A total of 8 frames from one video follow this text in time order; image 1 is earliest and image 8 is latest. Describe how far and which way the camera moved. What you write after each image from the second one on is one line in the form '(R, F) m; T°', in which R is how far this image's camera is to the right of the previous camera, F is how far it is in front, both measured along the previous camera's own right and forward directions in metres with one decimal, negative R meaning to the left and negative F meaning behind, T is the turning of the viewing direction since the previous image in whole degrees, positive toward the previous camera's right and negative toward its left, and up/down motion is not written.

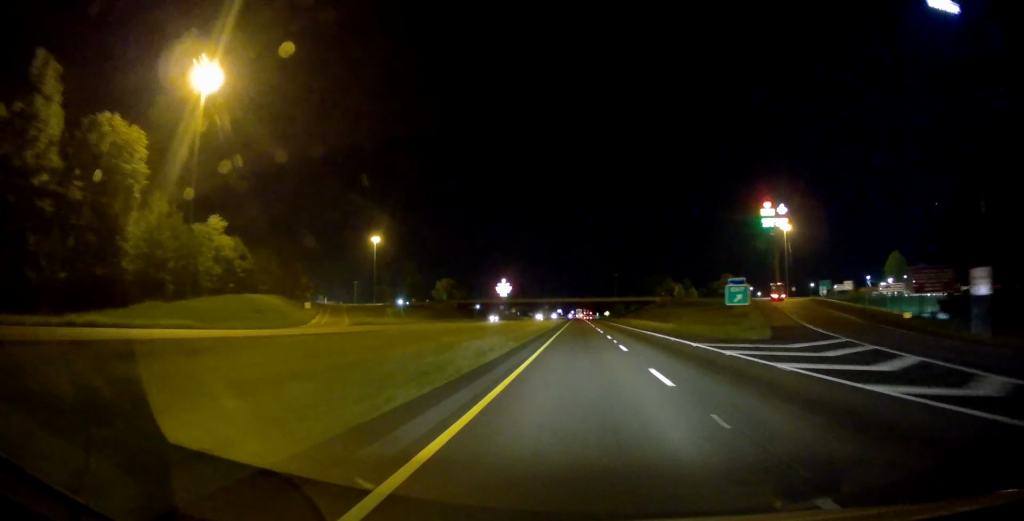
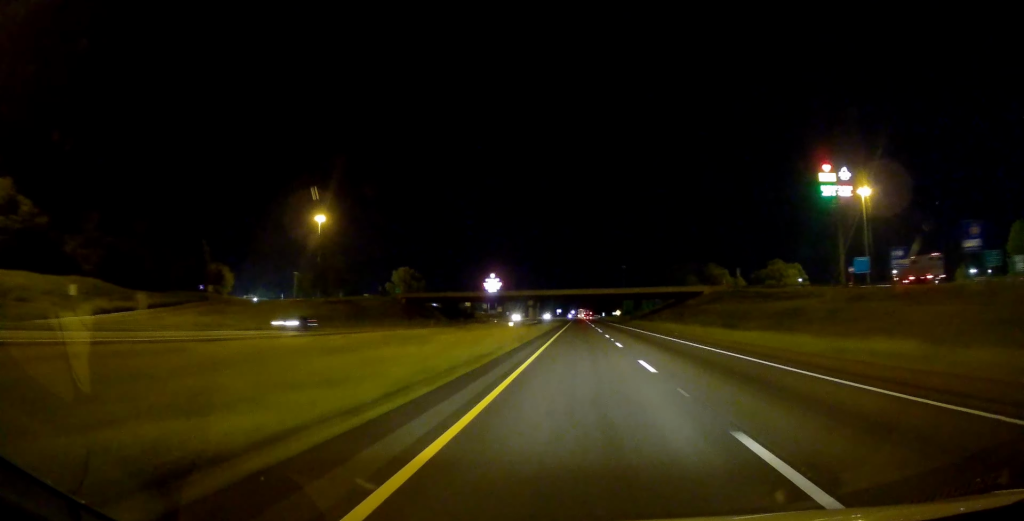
(+0.3, +69.7) m; 0°
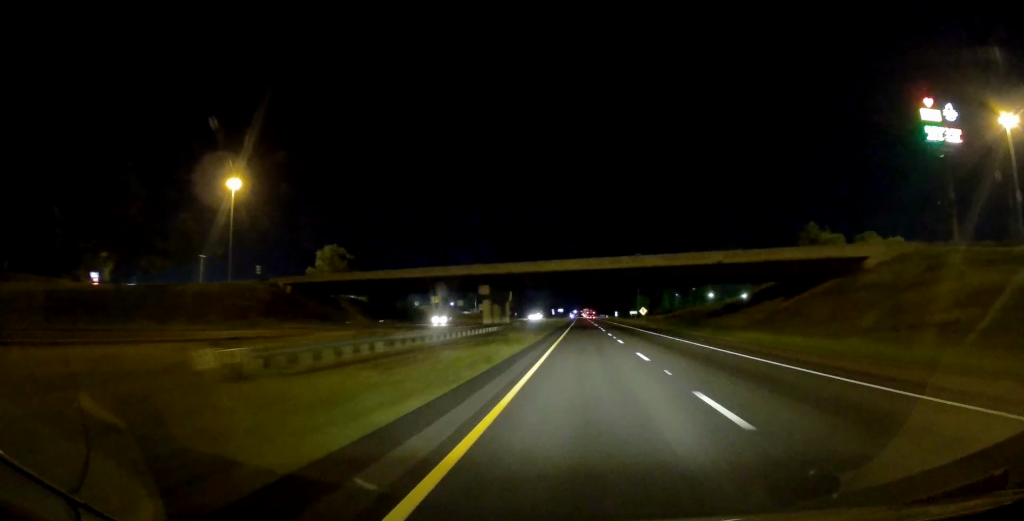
(-0.6, +69.2) m; -1°
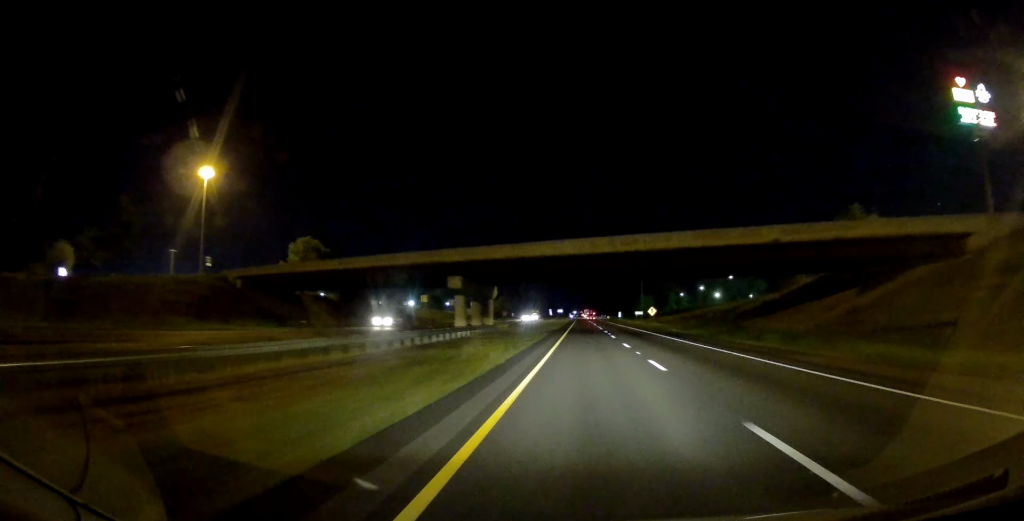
(0.0, +16.0) m; 0°
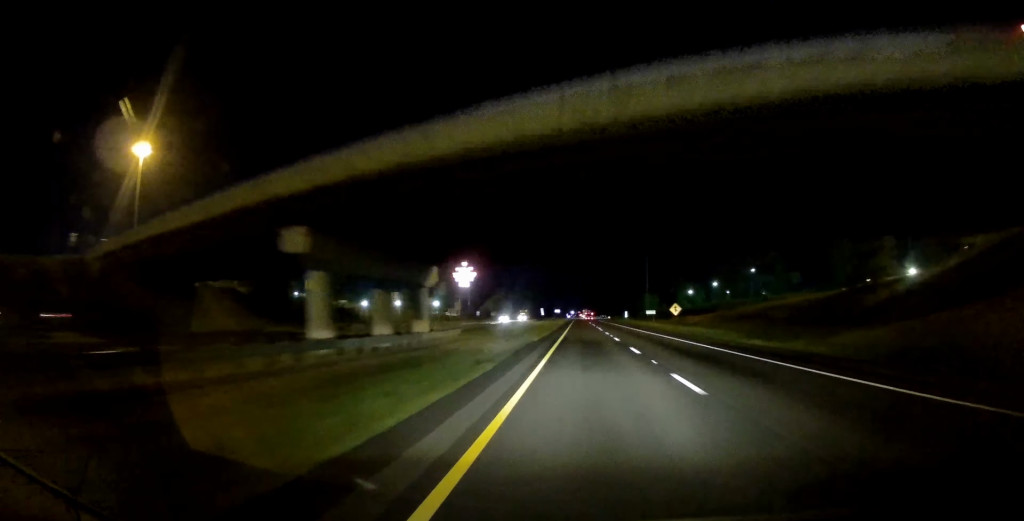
(0.0, +29.7) m; +1°
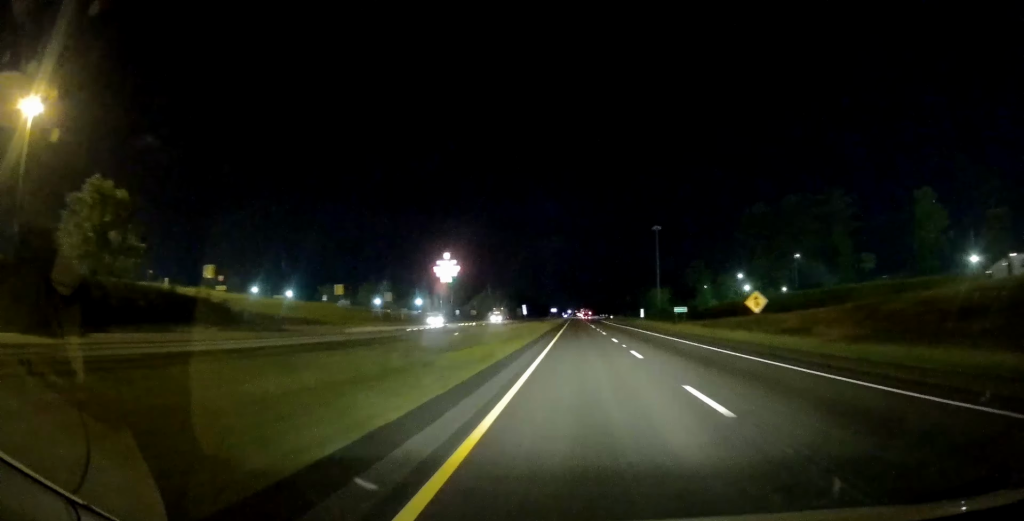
(+0.2, +39.5) m; 0°
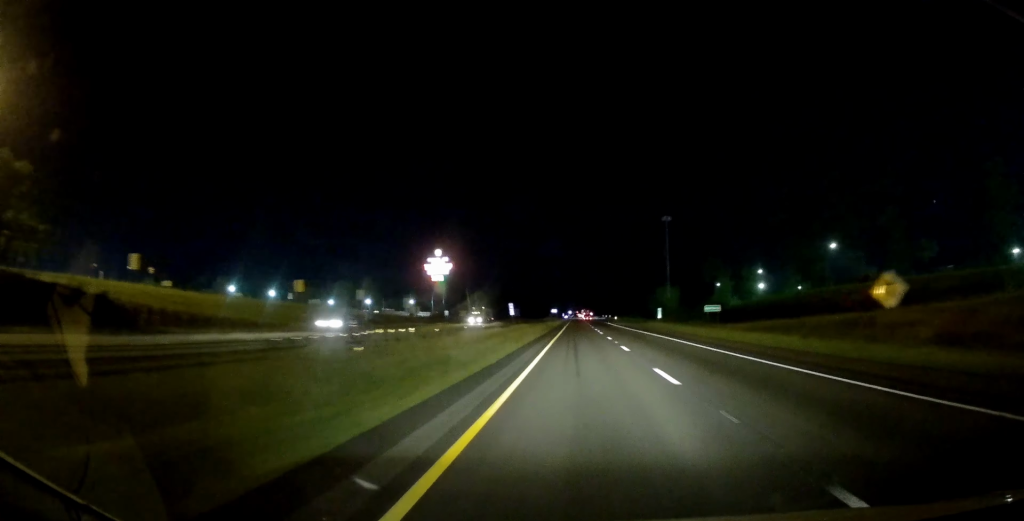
(-0.4, +18.7) m; 0°
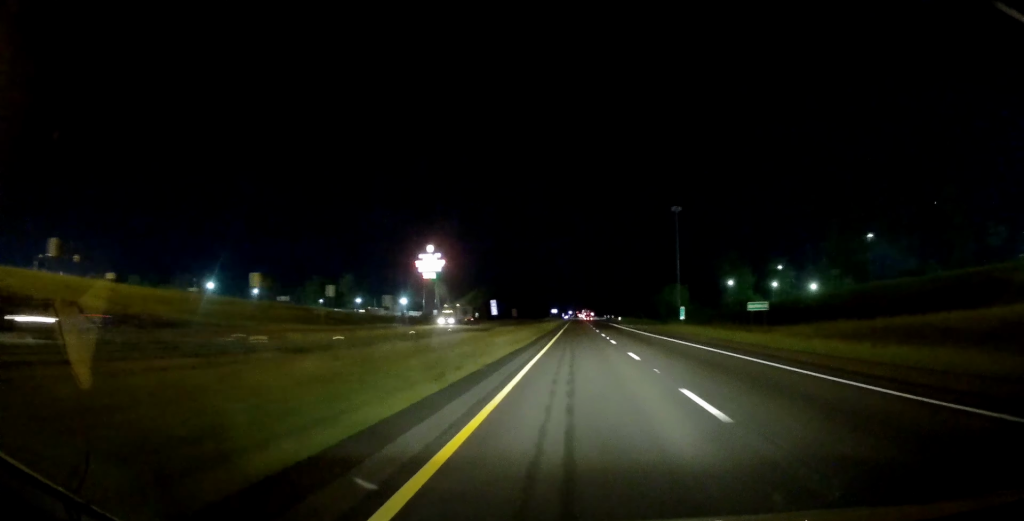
(+0.1, +14.8) m; 0°
